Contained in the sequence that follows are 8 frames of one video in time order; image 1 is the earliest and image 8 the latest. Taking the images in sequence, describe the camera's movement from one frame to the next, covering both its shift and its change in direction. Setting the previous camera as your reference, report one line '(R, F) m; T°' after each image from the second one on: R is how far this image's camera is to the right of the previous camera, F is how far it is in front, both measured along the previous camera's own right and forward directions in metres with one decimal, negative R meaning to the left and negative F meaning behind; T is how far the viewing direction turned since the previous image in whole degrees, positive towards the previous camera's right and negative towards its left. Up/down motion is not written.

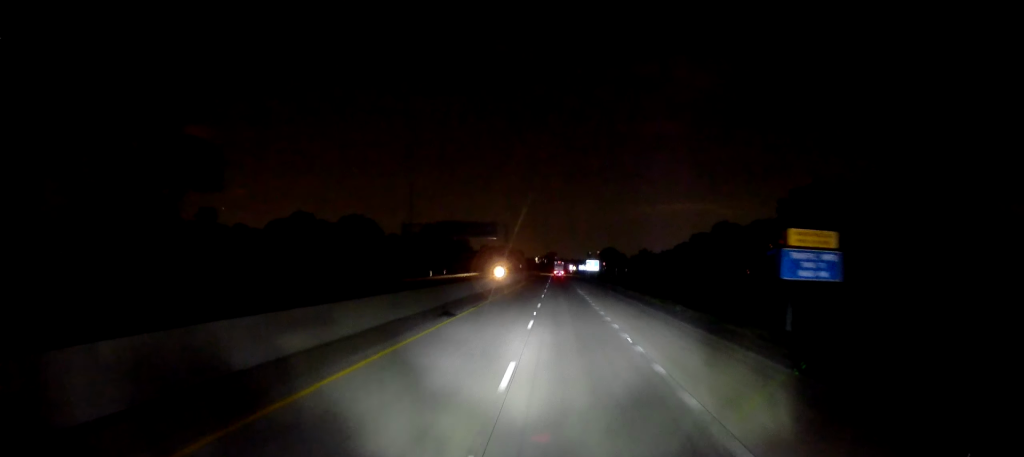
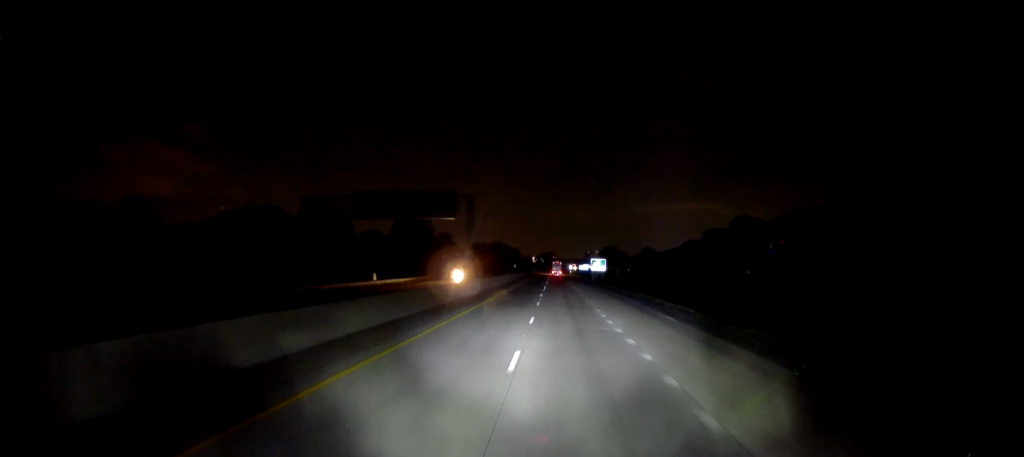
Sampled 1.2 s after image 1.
(+0.2, +33.8) m; 0°
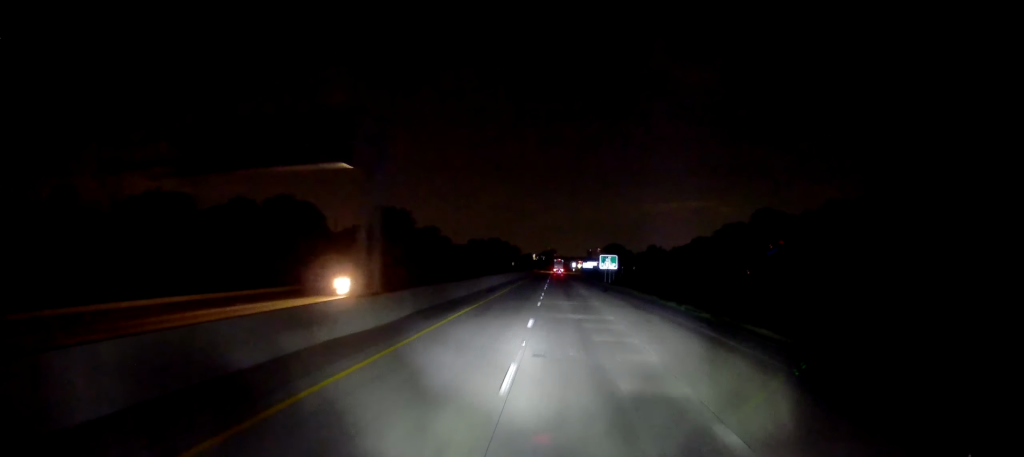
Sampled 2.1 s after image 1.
(-0.1, +26.5) m; 0°
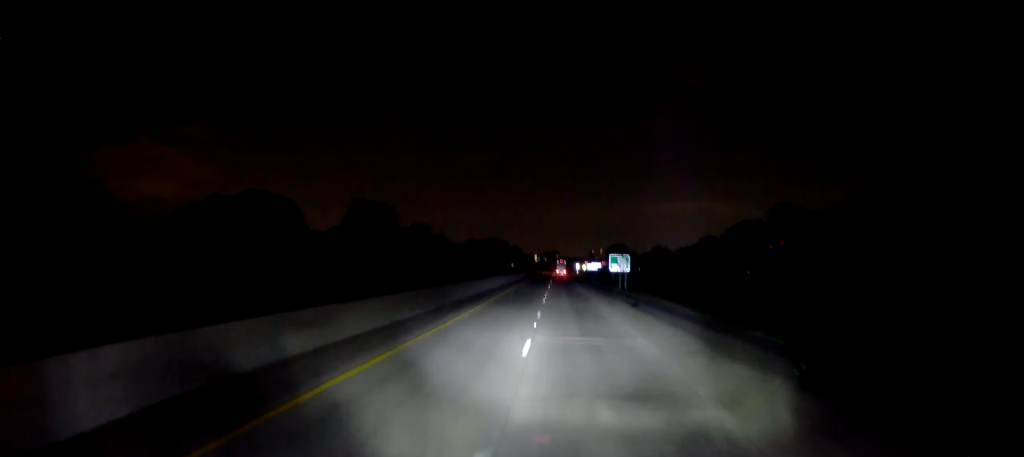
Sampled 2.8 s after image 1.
(-0.1, +19.1) m; 0°
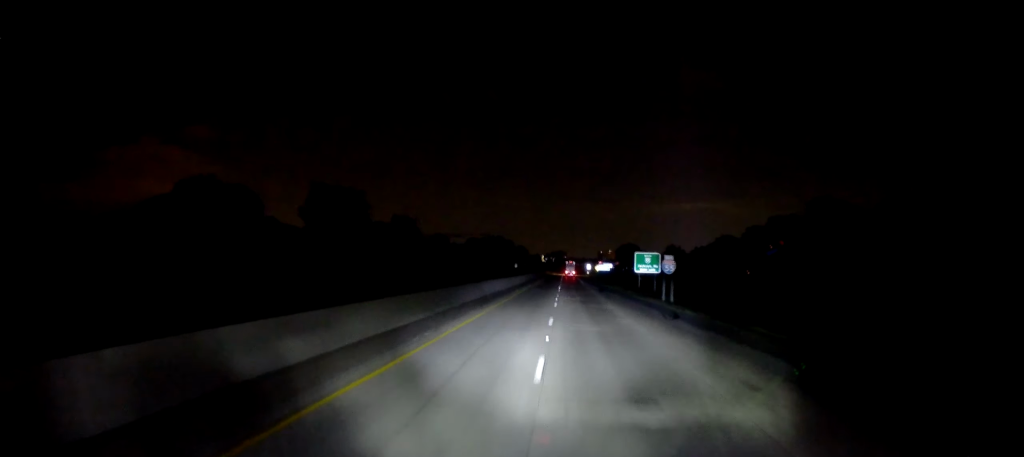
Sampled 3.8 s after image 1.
(+0.1, +27.5) m; 0°
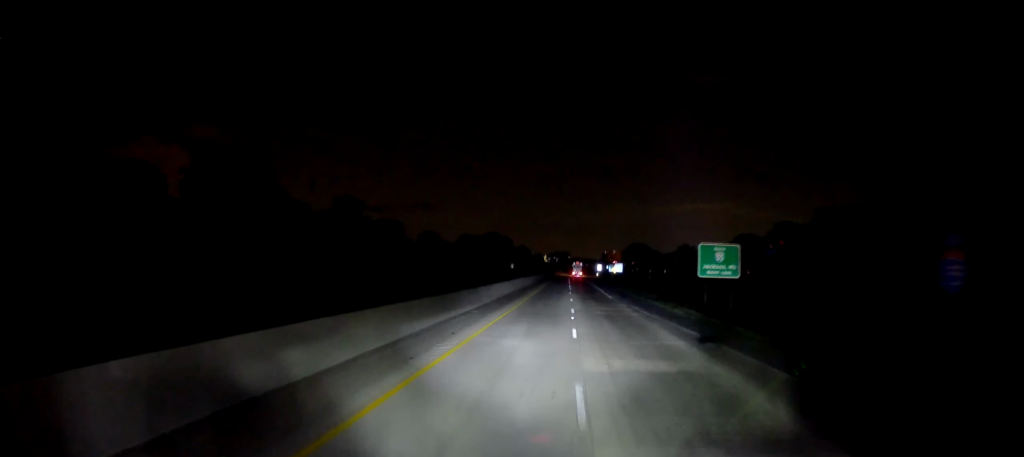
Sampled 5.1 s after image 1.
(-0.3, +39.6) m; -2°
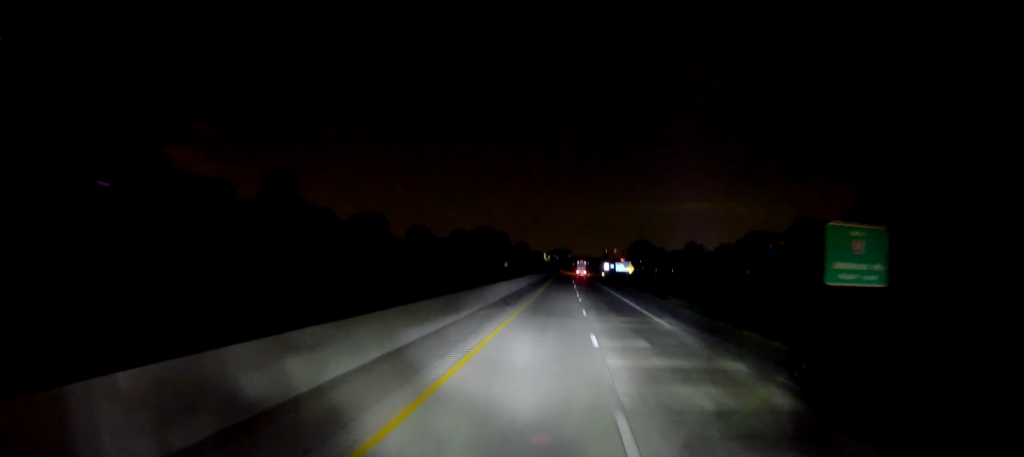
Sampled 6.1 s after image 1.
(-0.2, +27.6) m; 0°
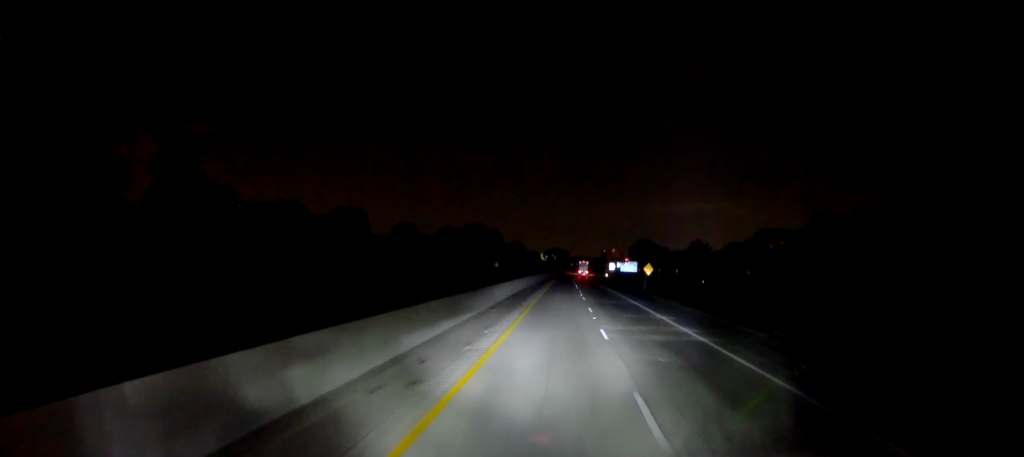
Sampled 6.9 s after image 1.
(+0.1, +23.0) m; +1°
